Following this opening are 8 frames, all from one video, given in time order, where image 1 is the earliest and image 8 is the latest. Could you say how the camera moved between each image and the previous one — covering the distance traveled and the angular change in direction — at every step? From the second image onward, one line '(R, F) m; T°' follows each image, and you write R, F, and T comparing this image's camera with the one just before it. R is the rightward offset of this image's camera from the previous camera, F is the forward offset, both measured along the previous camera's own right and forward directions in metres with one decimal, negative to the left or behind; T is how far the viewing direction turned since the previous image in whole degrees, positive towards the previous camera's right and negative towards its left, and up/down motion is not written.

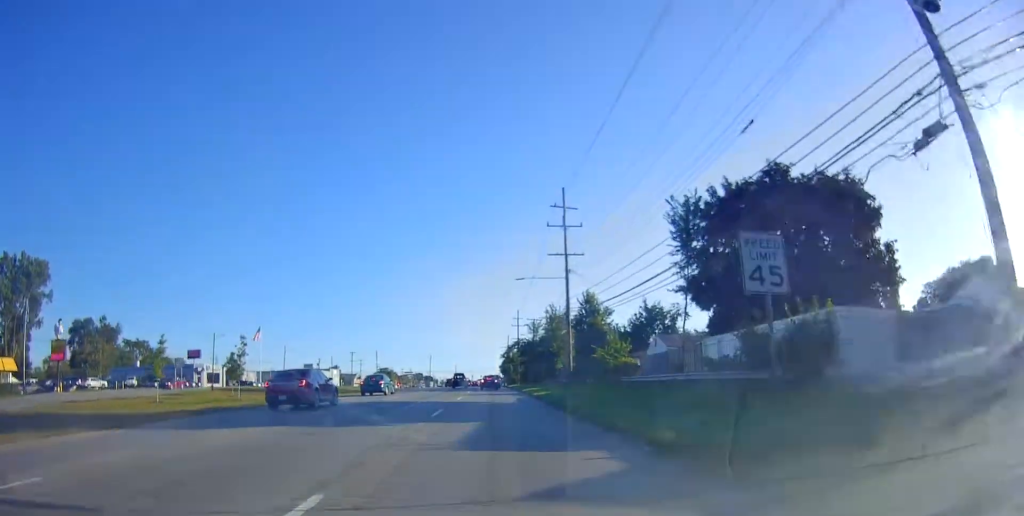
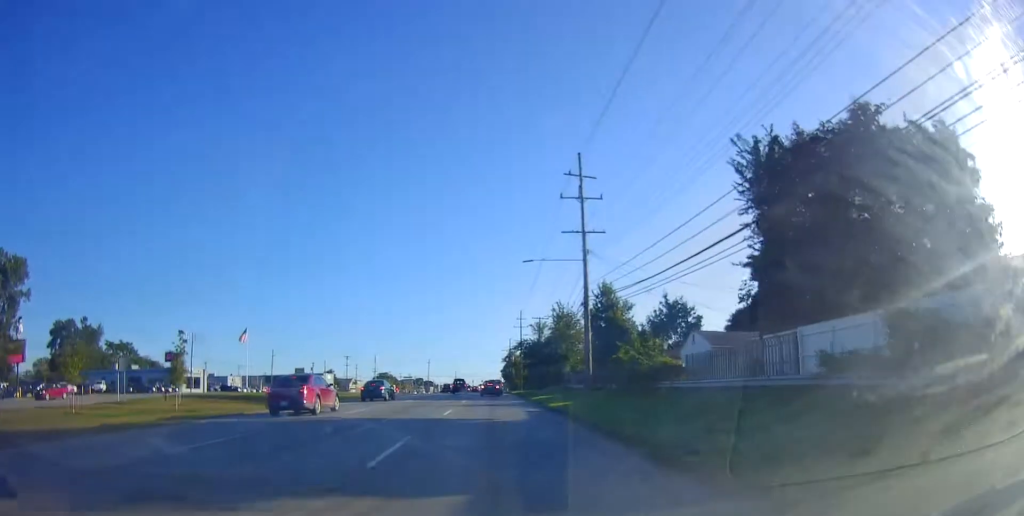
(+0.4, +9.6) m; +1°
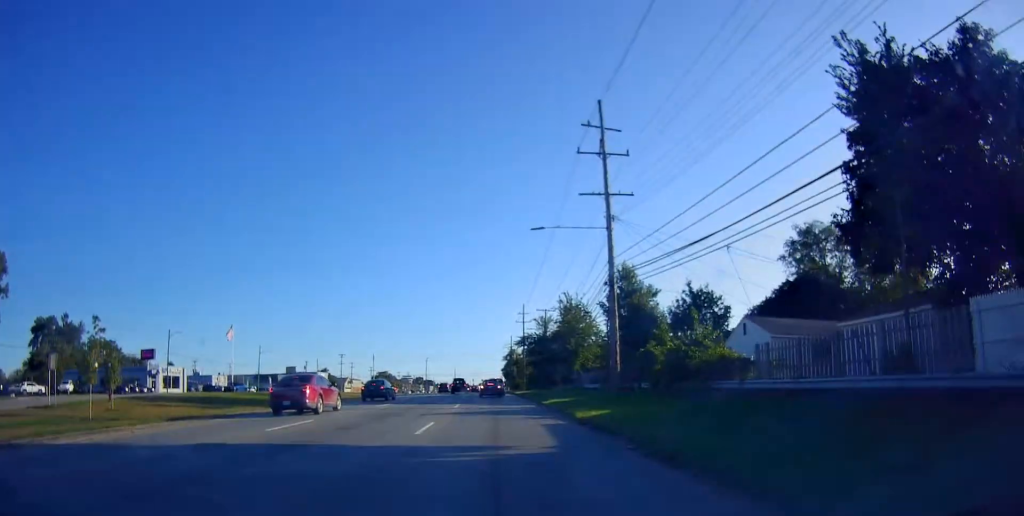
(-0.1, +9.2) m; 0°
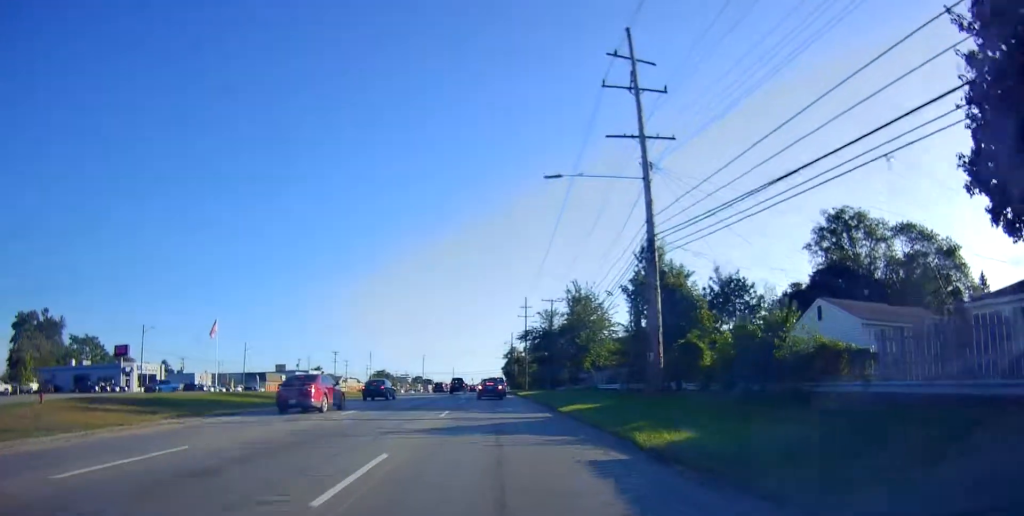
(-0.1, +9.2) m; 0°
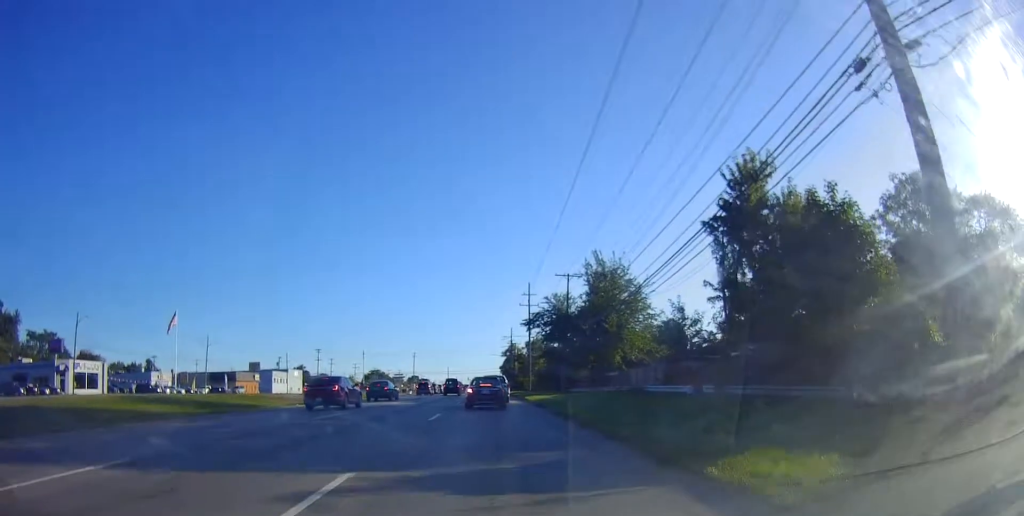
(+0.5, +20.3) m; +1°
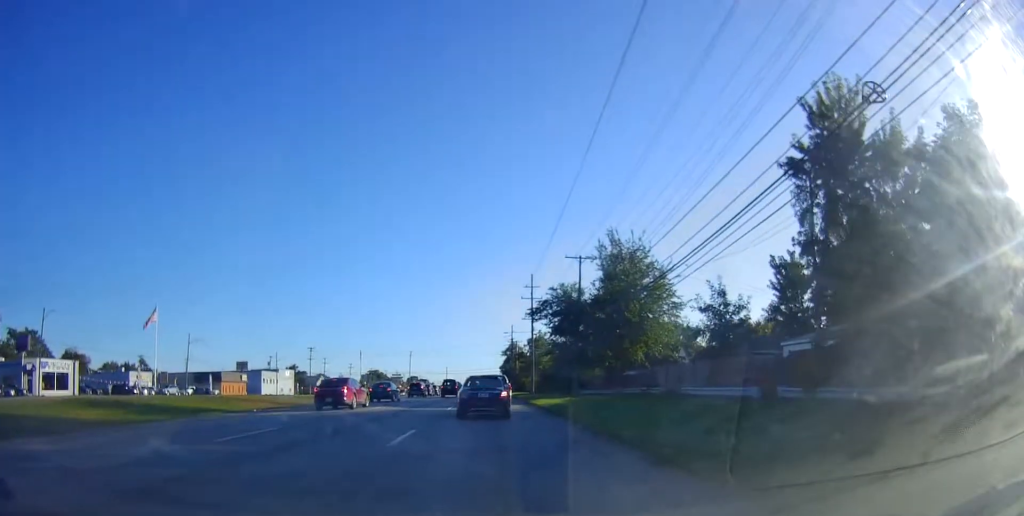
(0.0, +8.6) m; 0°
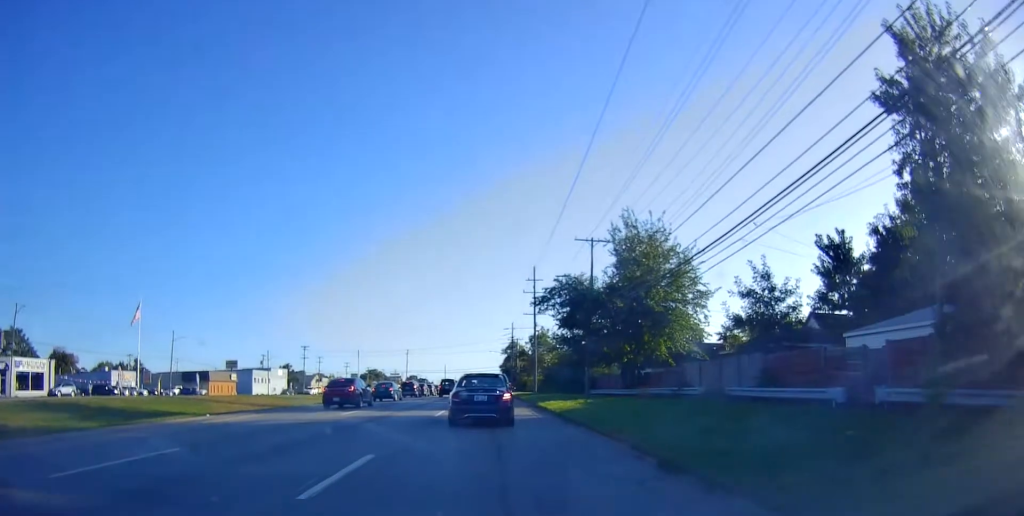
(0.0, +6.9) m; 0°
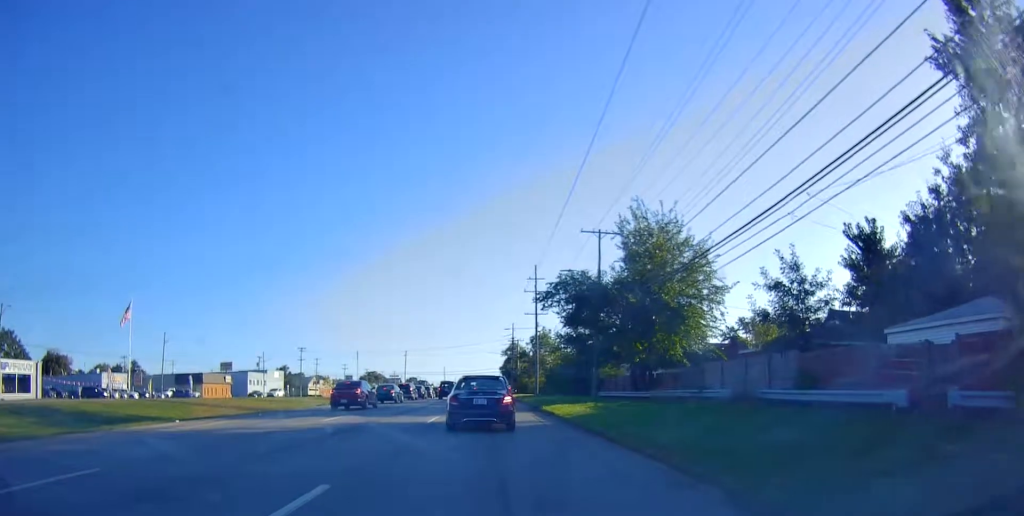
(0.0, +3.9) m; 0°
